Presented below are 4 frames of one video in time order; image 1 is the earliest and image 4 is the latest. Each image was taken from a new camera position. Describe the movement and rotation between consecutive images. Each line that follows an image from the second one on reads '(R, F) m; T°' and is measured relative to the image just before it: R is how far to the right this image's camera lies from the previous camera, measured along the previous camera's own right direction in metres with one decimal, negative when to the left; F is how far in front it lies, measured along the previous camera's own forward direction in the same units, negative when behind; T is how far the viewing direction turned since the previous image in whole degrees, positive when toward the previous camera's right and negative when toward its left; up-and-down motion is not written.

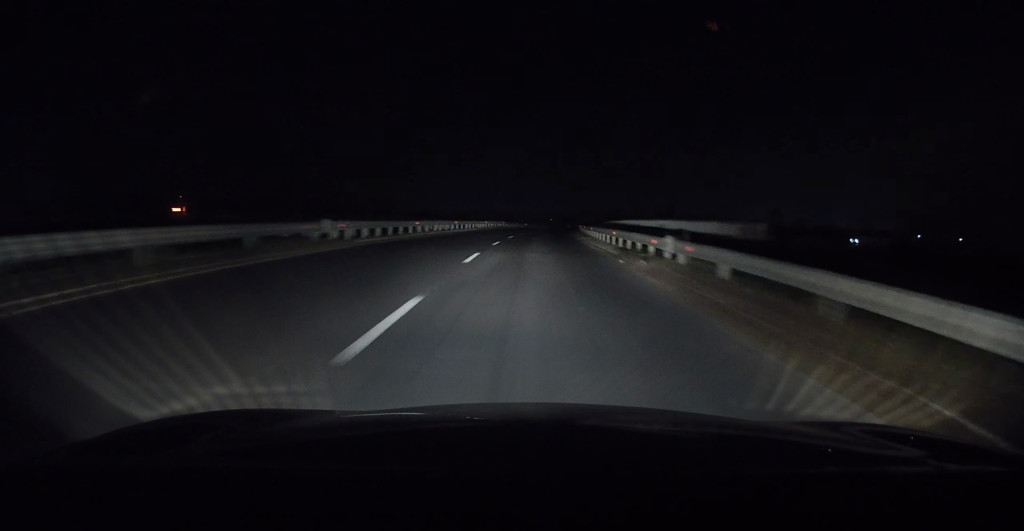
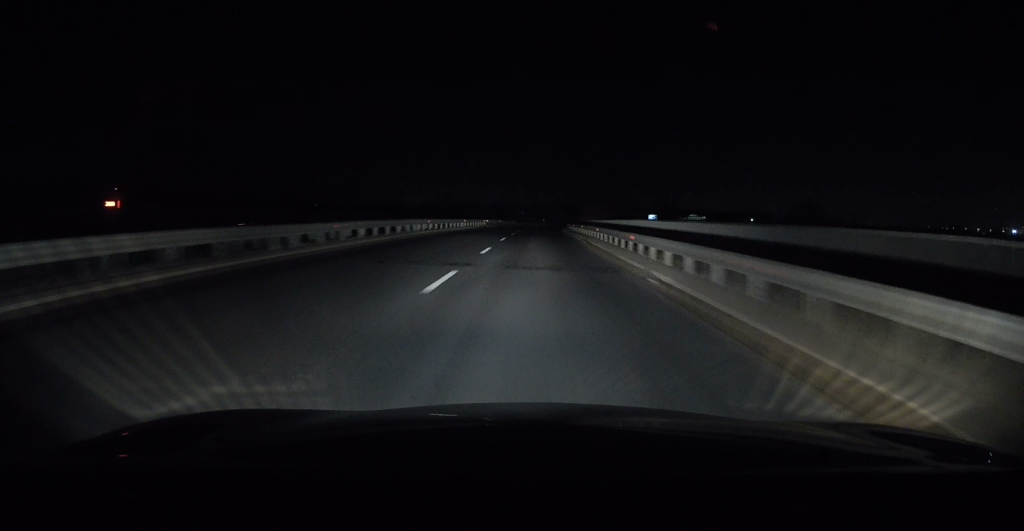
(+1.7, +40.2) m; +4°
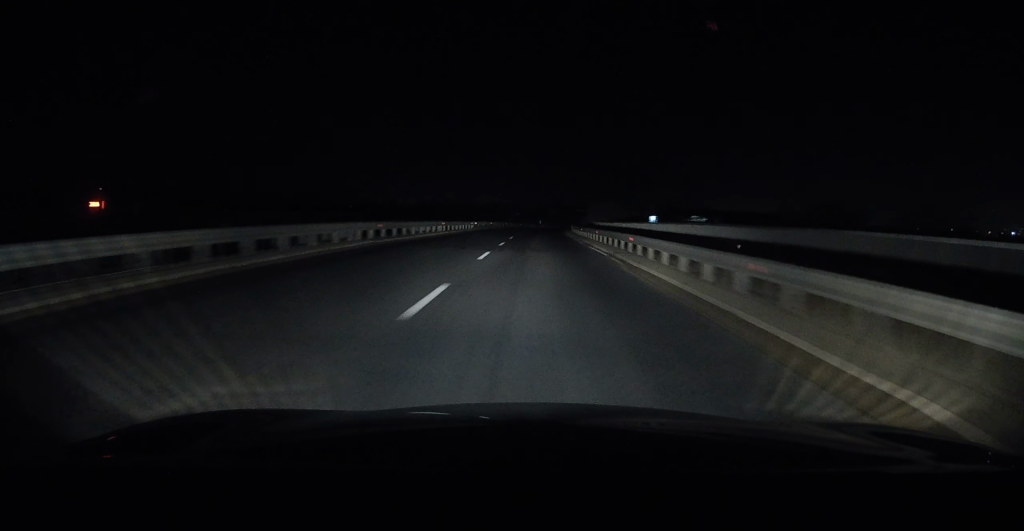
(+0.1, +10.9) m; +1°
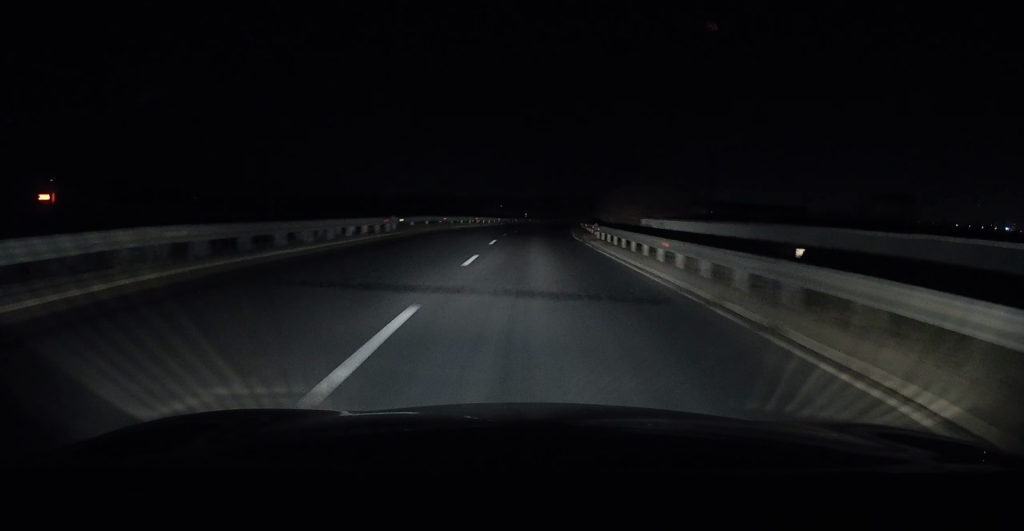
(+0.1, +29.7) m; 0°
